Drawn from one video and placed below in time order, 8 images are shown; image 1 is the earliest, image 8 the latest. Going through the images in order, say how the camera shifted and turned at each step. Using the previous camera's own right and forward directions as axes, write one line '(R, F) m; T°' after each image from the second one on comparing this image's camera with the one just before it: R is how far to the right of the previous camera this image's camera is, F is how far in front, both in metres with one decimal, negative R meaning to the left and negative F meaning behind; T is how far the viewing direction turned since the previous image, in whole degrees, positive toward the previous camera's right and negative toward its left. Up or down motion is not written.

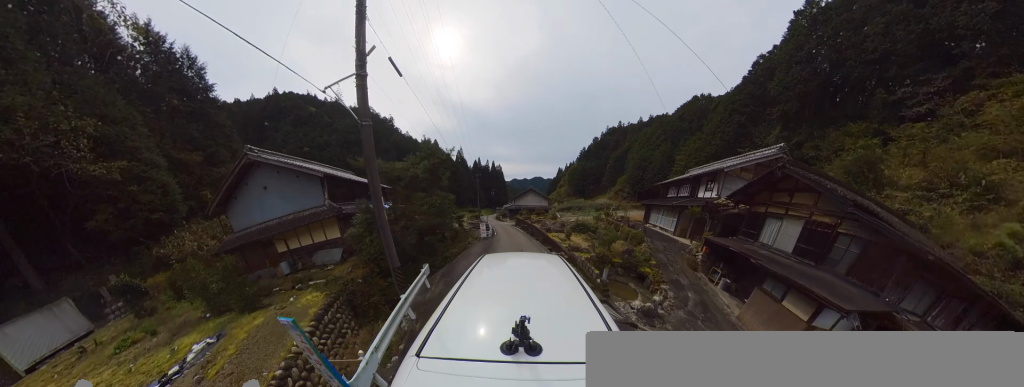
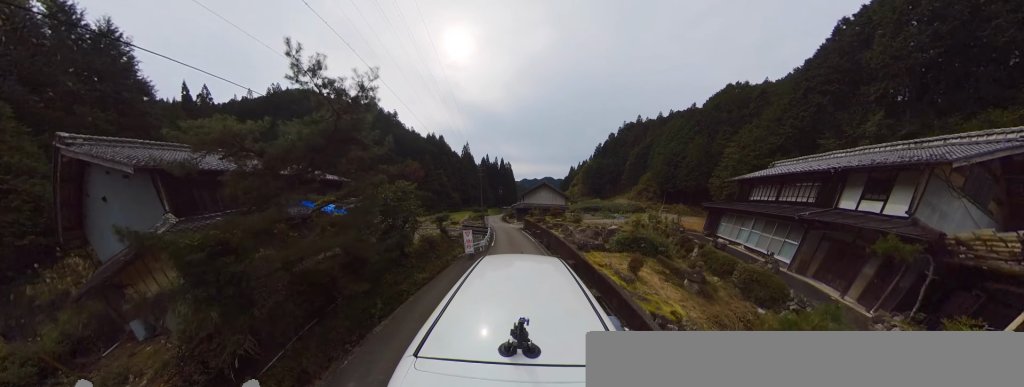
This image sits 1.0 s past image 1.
(0.0, +7.4) m; -3°
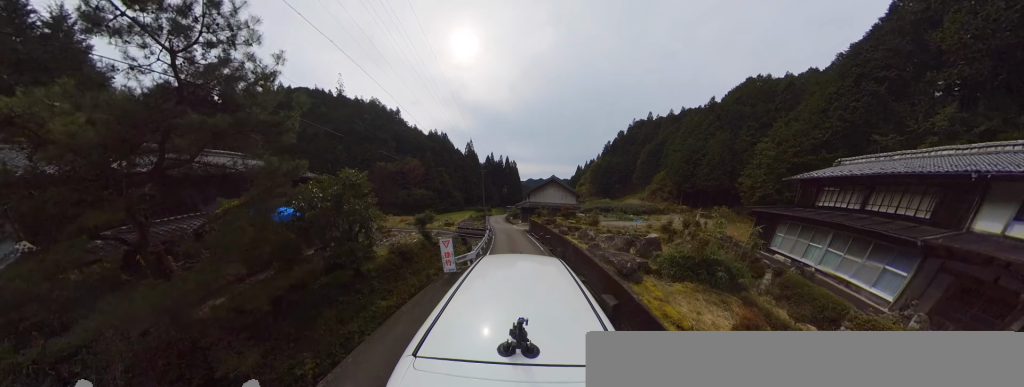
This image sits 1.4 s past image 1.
(+0.1, +3.4) m; -3°
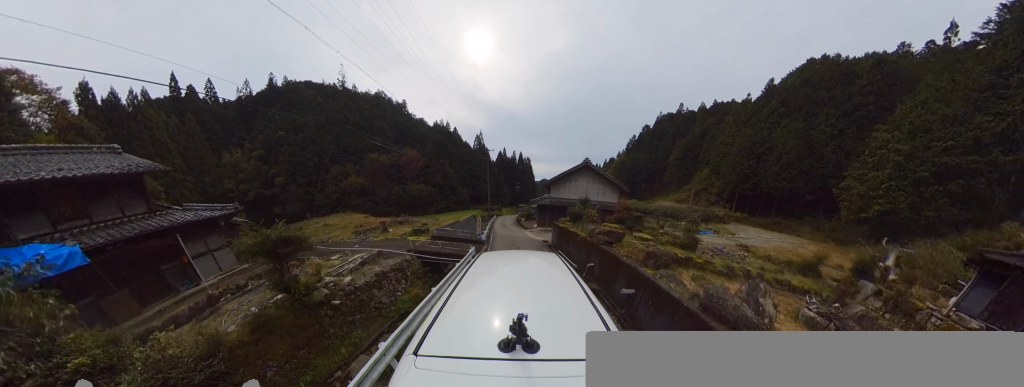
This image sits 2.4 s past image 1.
(-0.8, +8.7) m; -1°
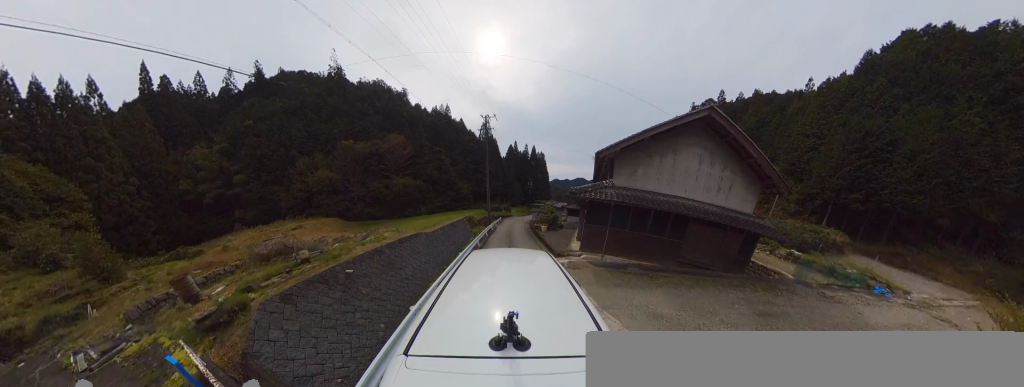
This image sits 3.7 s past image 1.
(+1.1, +11.6) m; +7°
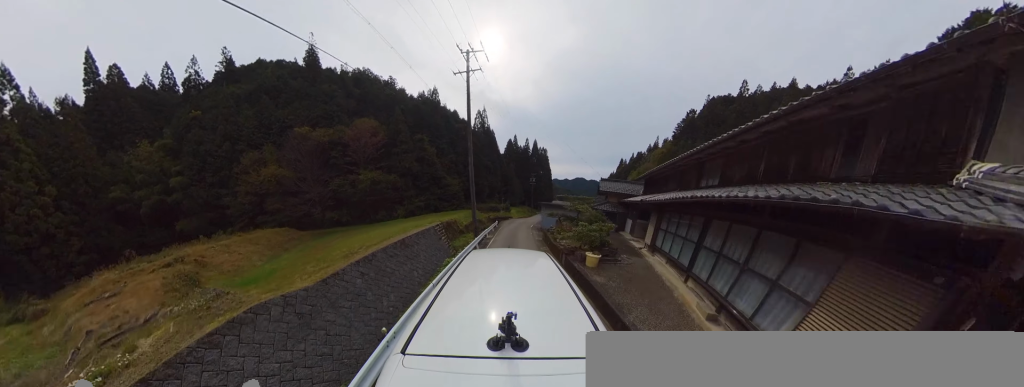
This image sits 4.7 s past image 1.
(-0.1, +9.4) m; -7°
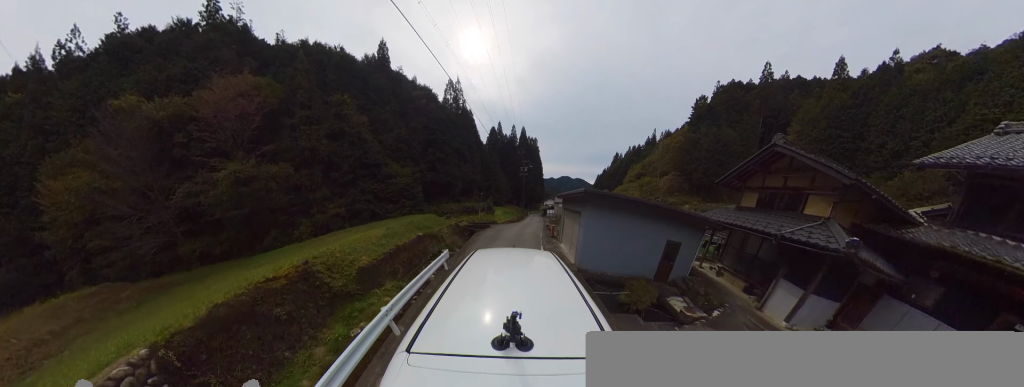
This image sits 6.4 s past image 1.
(+1.4, +15.3) m; +13°
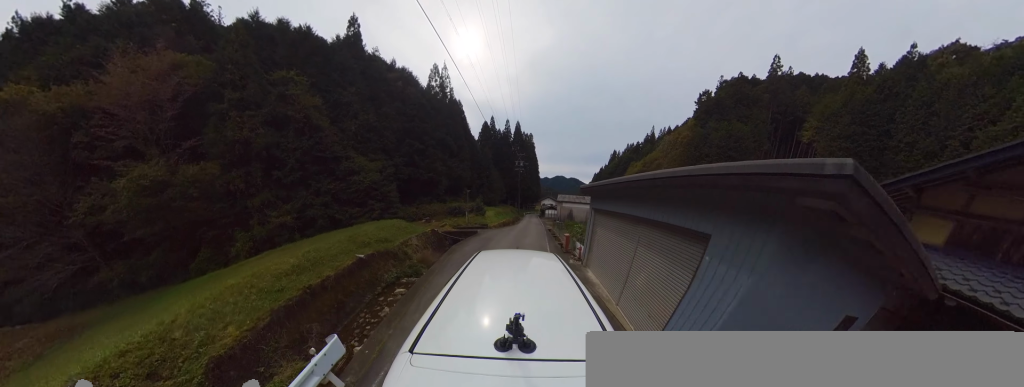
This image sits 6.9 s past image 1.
(+0.2, +5.0) m; +2°
